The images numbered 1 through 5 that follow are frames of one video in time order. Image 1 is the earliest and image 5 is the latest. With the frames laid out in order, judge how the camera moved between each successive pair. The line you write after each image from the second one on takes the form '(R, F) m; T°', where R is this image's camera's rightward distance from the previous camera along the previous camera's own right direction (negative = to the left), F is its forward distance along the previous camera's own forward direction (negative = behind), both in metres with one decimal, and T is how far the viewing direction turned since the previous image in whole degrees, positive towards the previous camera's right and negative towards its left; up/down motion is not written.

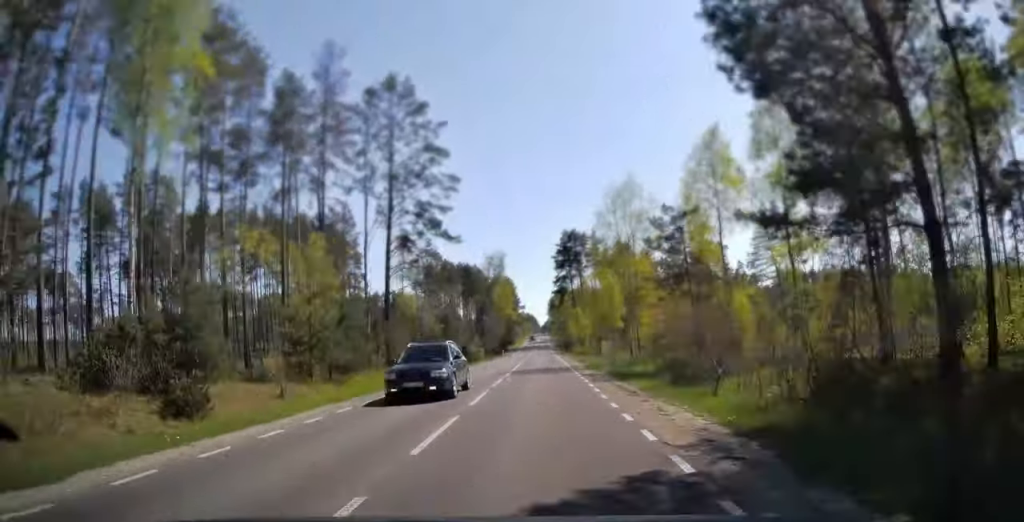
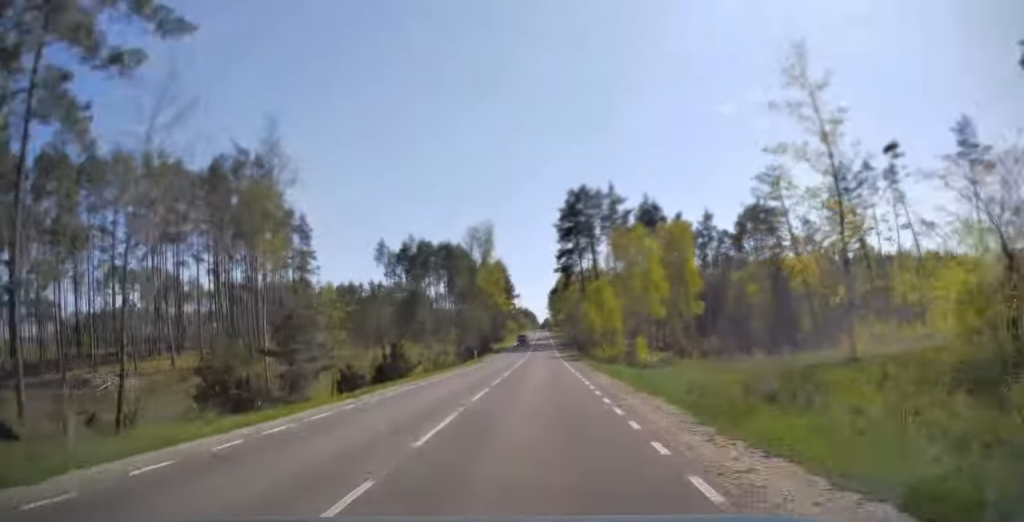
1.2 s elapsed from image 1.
(0.0, +34.6) m; 0°
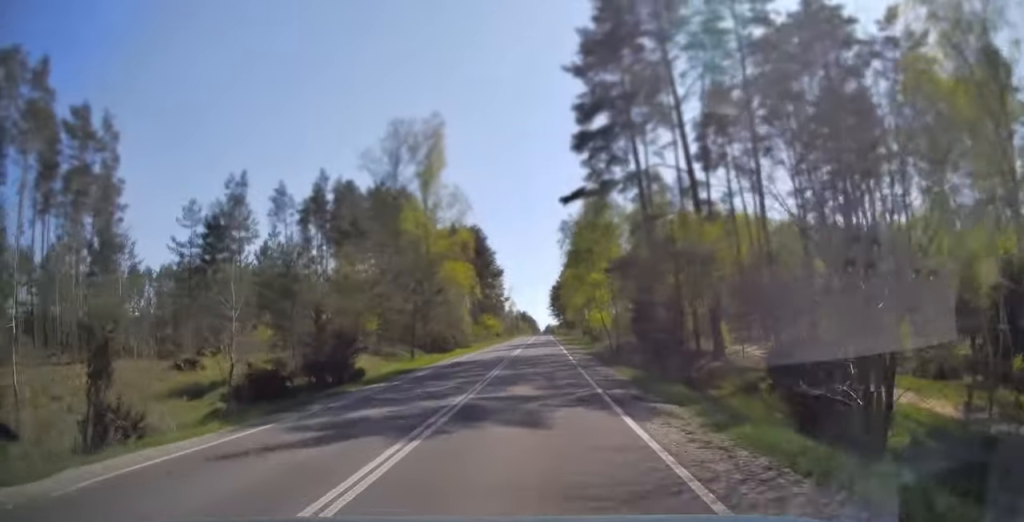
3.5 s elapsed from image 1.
(0.0, +61.7) m; 0°
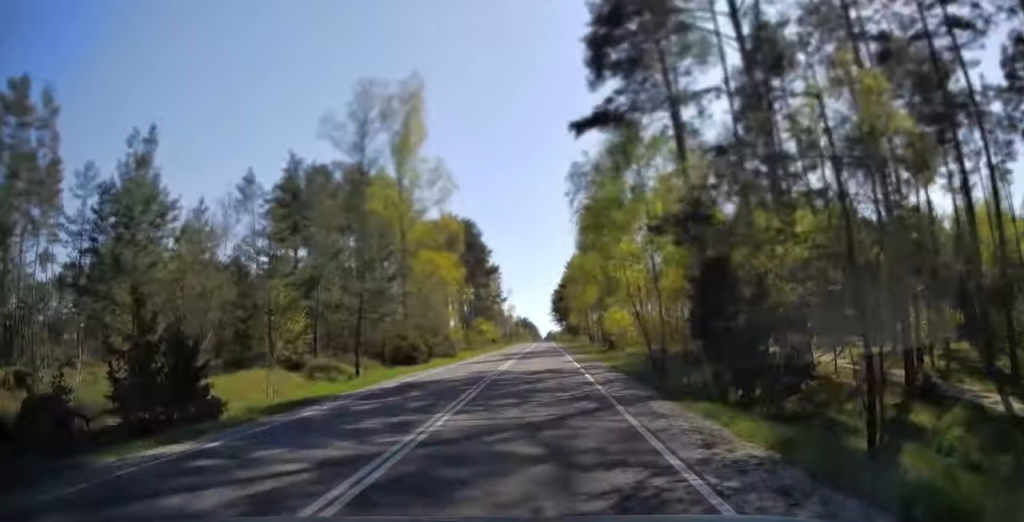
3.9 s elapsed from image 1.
(0.0, +11.5) m; 0°
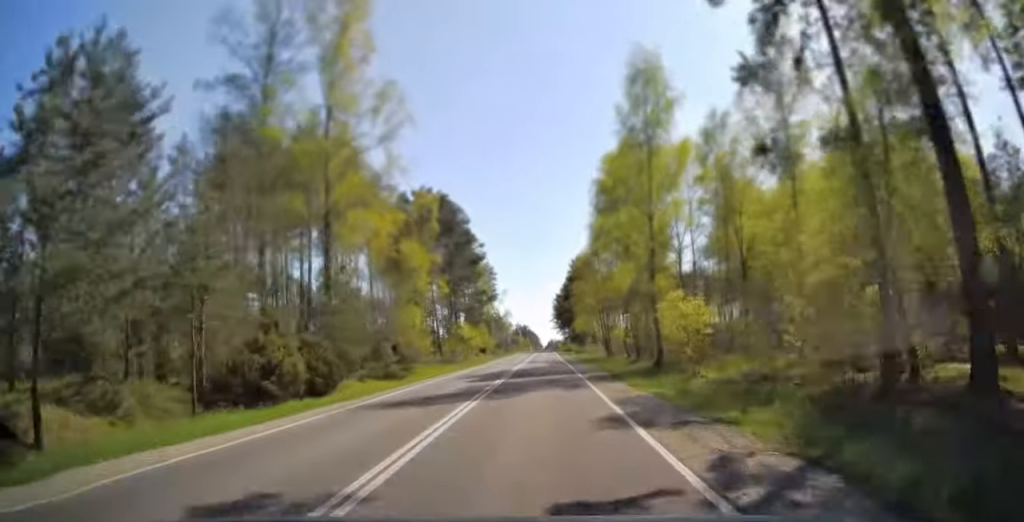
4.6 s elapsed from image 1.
(0.0, +18.3) m; 0°
